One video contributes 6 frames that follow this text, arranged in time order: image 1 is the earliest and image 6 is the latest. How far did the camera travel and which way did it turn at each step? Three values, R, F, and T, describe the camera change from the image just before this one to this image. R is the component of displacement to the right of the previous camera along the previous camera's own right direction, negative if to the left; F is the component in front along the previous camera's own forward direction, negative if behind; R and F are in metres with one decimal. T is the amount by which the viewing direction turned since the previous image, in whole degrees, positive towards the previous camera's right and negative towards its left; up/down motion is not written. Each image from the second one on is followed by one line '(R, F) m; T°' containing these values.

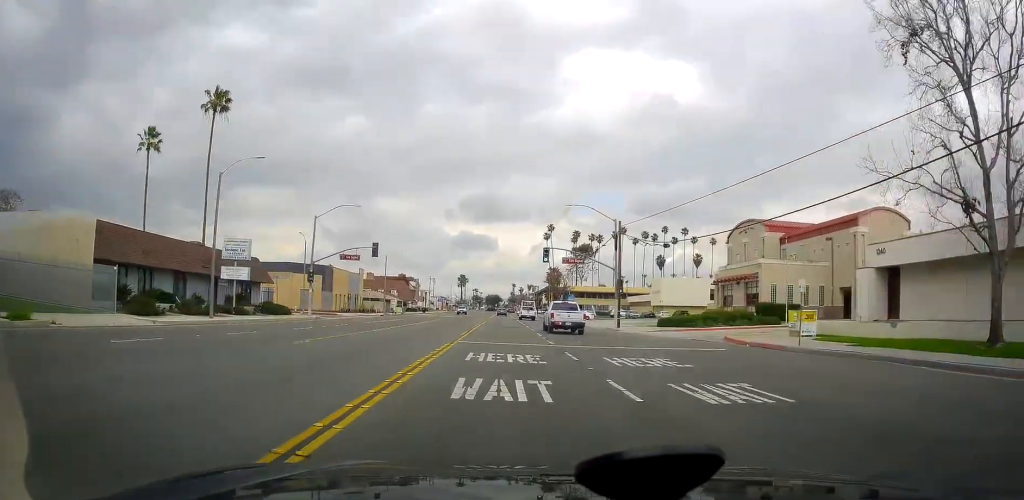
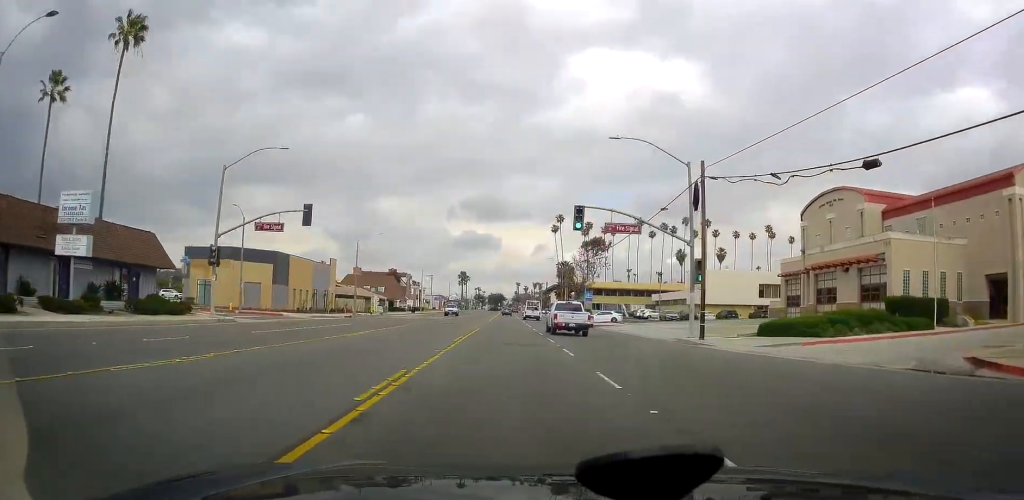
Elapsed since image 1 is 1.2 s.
(0.0, +20.6) m; 0°
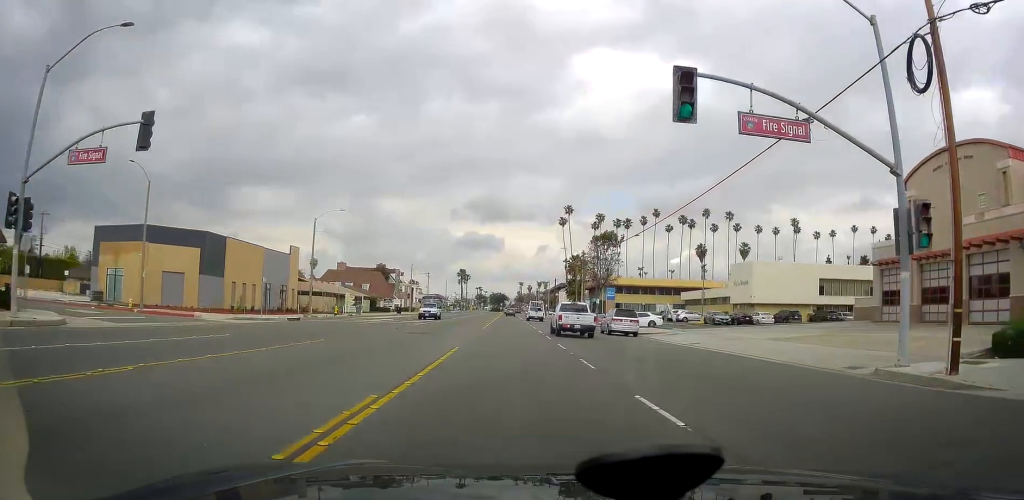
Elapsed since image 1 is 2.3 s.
(0.0, +17.4) m; 0°
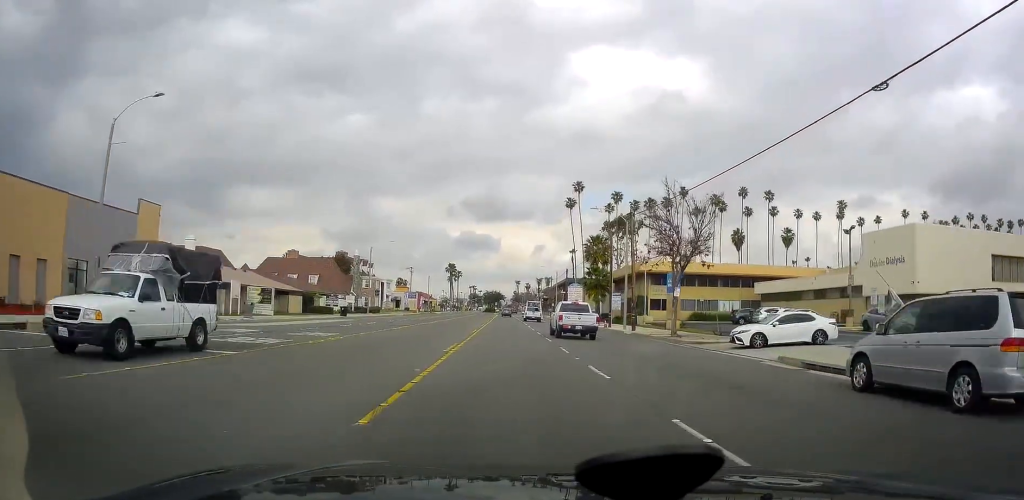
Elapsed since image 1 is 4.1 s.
(-0.7, +31.4) m; -1°
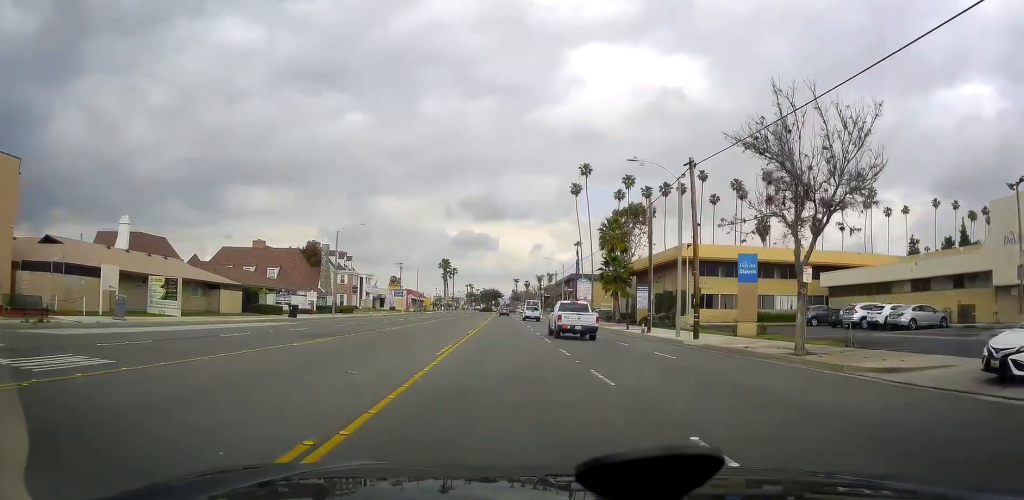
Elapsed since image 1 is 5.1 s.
(+0.4, +15.7) m; +1°
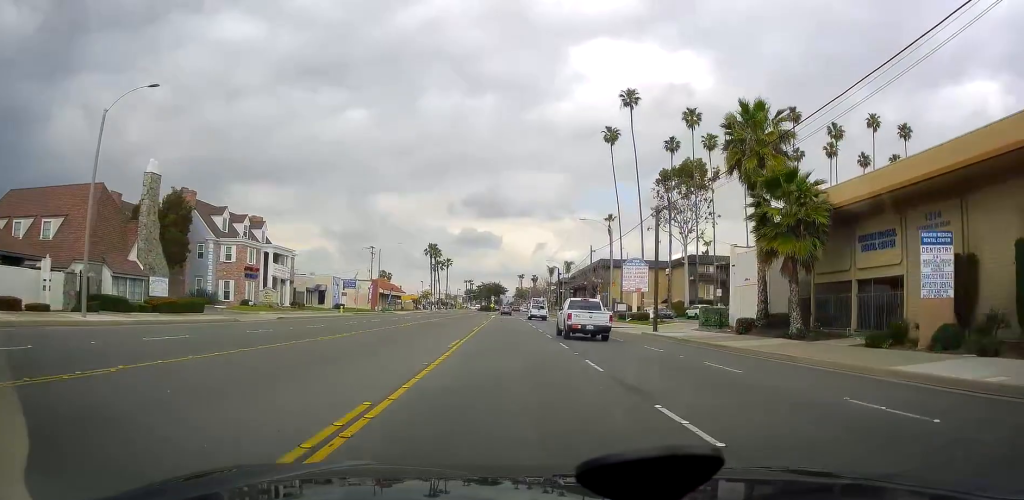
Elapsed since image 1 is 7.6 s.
(0.0, +42.2) m; 0°
